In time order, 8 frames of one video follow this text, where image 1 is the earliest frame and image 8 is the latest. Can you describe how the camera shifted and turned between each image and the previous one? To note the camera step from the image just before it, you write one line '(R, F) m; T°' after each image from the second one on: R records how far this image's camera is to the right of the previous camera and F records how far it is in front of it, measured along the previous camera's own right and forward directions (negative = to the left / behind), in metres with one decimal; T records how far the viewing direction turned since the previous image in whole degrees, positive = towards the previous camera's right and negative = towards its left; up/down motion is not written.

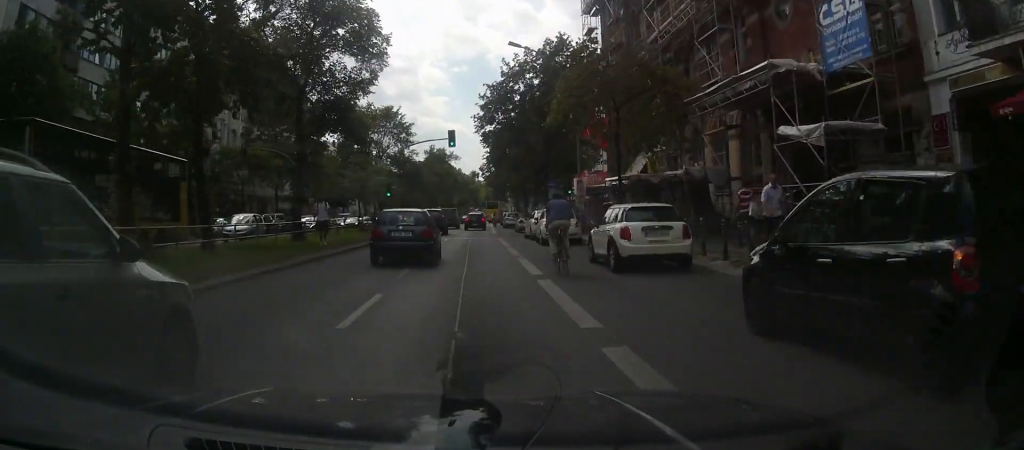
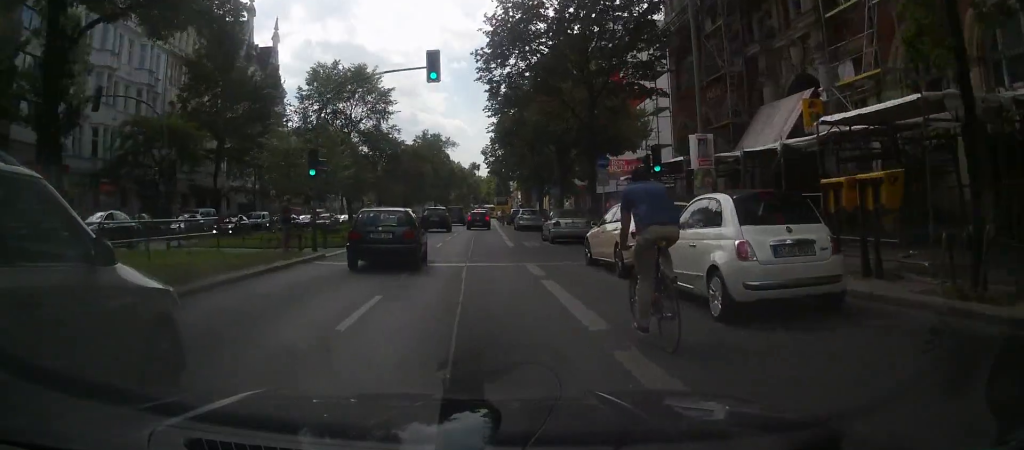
(+0.1, +17.9) m; 0°
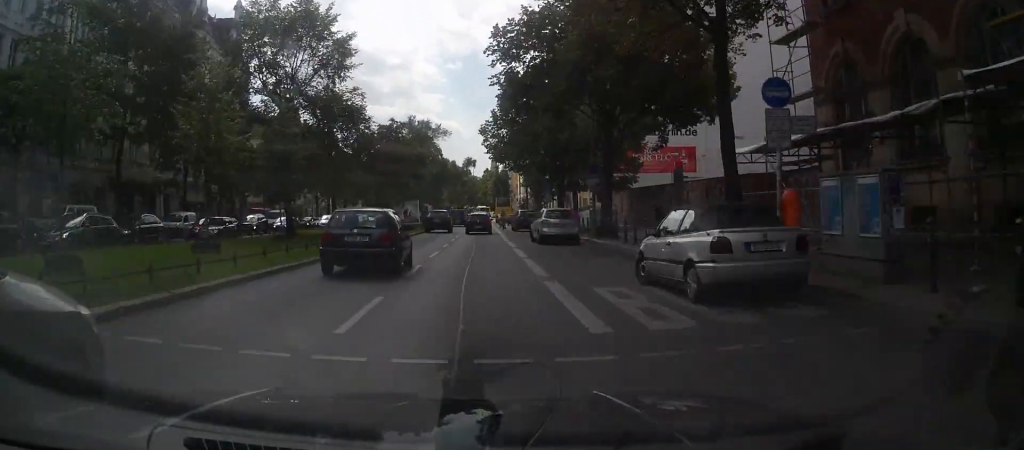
(-0.2, +16.7) m; -1°
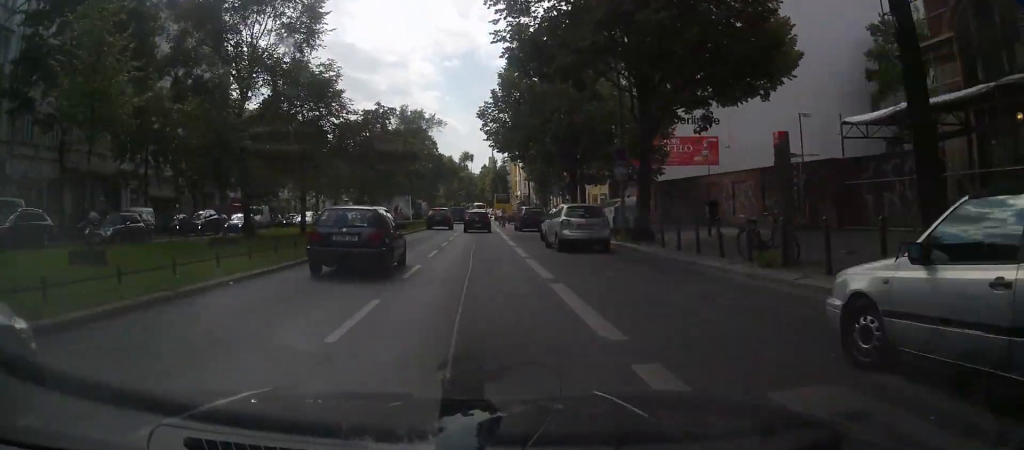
(0.0, +6.5) m; +1°
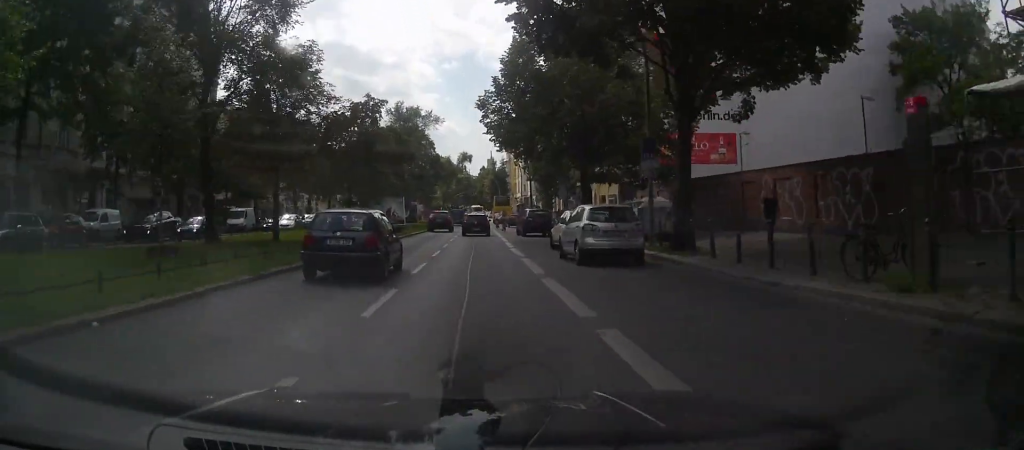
(0.0, +4.2) m; +1°
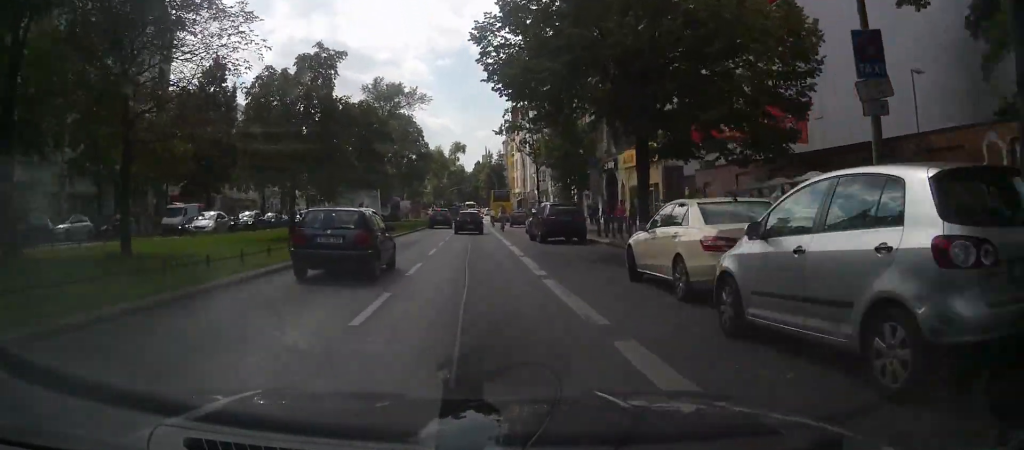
(+0.3, +12.7) m; +1°
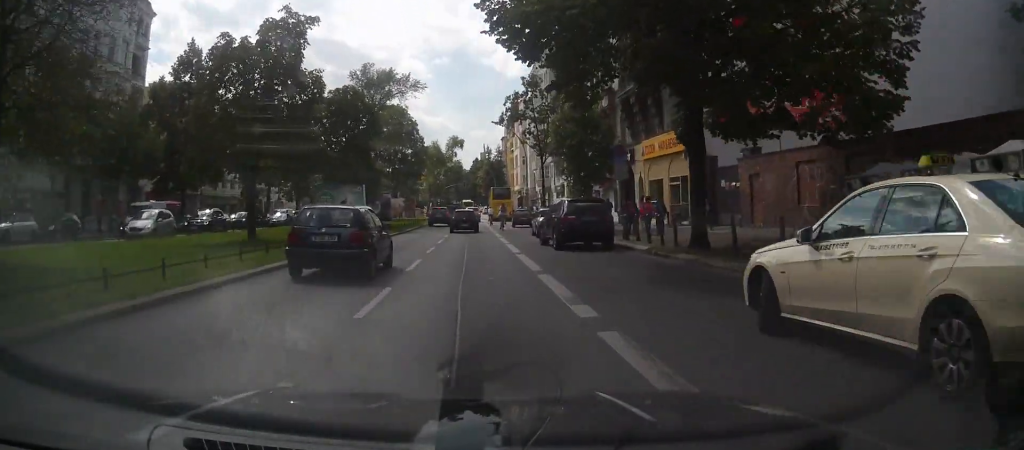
(0.0, +5.5) m; -1°
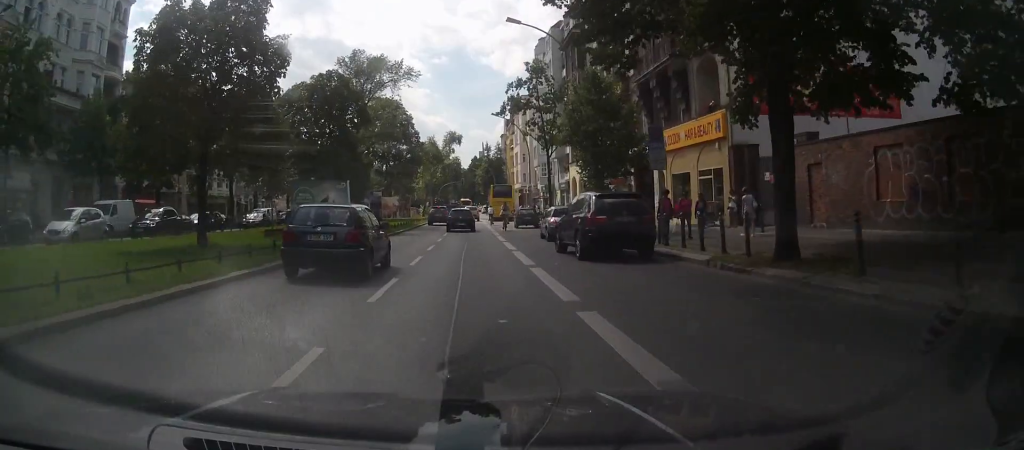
(-0.1, +4.9) m; 0°
